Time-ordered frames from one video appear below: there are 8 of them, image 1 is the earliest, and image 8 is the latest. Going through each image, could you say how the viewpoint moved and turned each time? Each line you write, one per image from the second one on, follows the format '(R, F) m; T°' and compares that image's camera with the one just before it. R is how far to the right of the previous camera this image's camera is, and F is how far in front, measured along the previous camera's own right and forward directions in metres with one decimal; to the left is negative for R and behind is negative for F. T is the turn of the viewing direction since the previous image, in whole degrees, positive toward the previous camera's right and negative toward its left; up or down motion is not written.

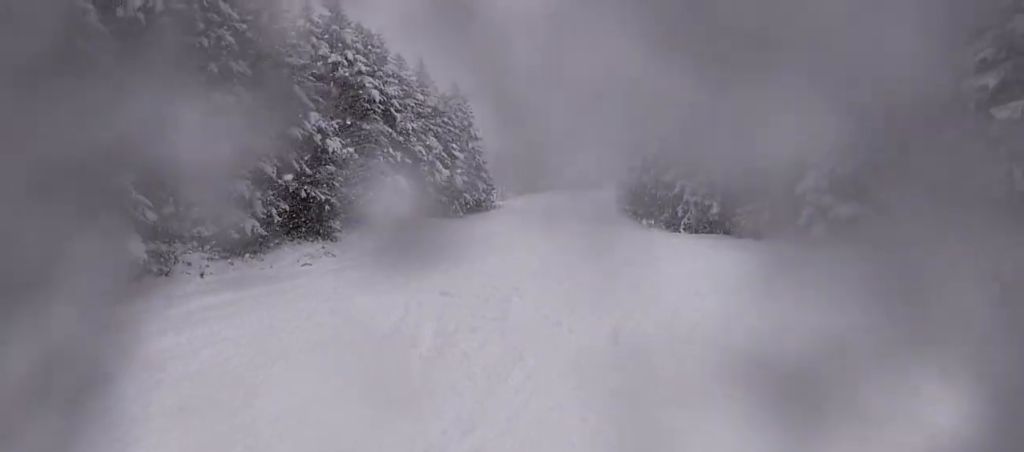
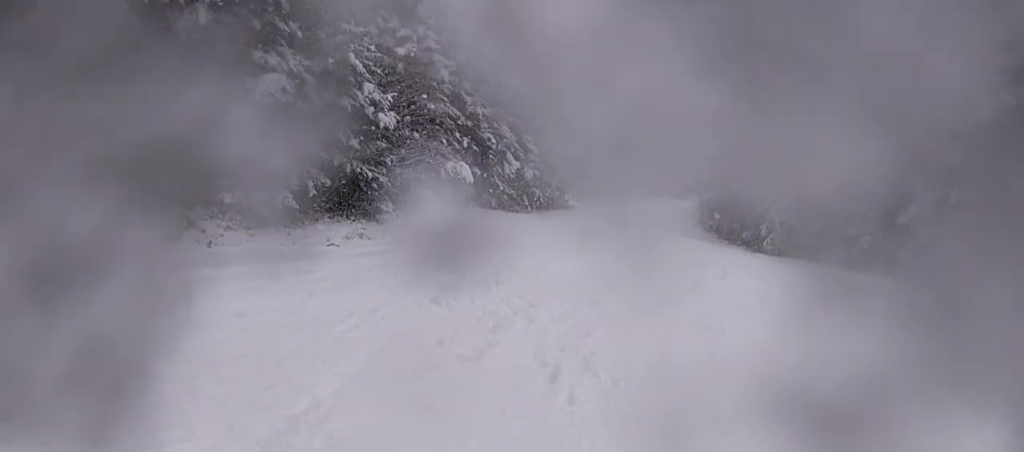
(+0.6, +3.3) m; 0°
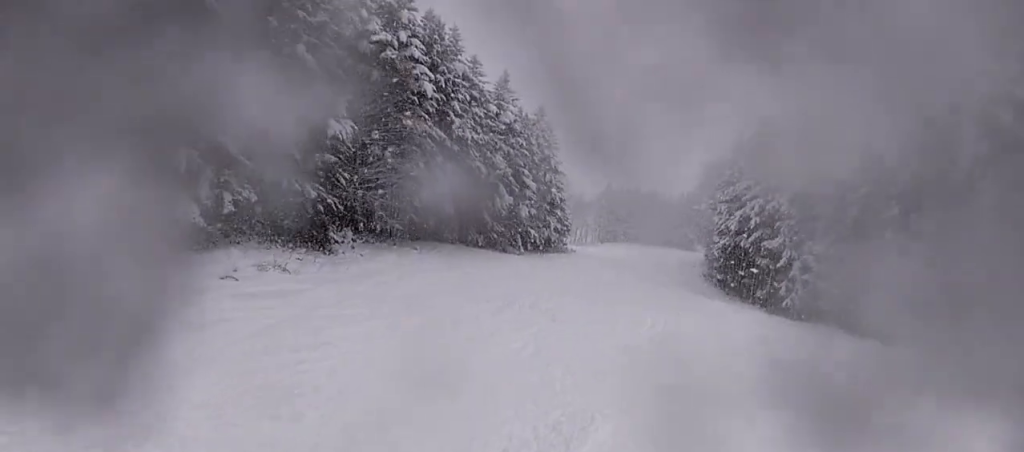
(+0.2, +5.3) m; -4°
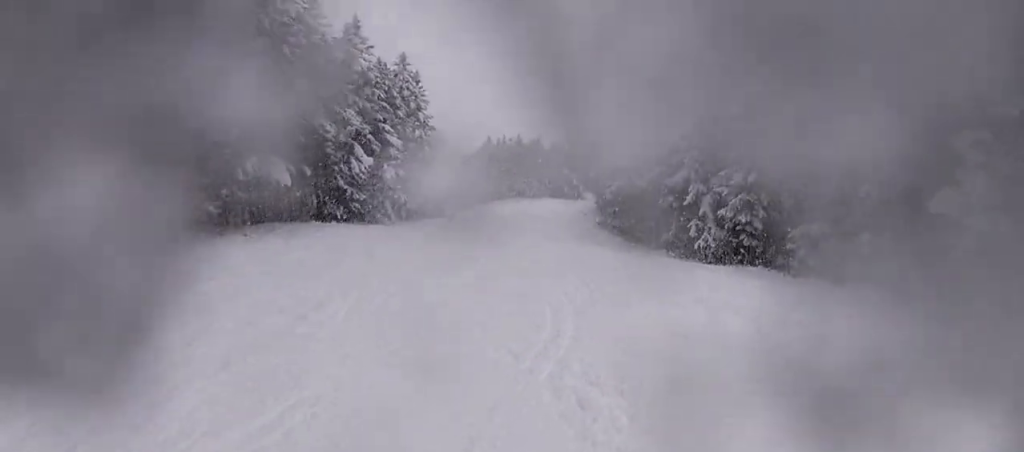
(-0.8, +6.0) m; -8°
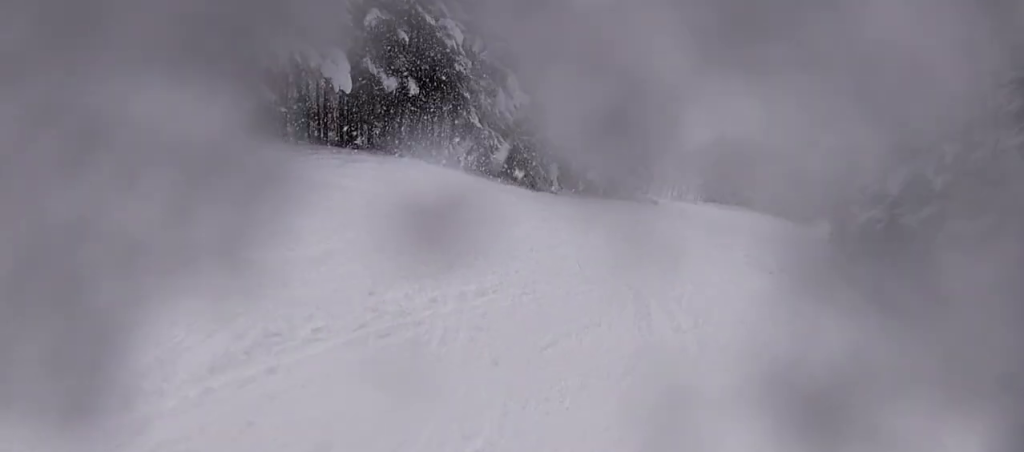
(-0.1, +12.0) m; -1°
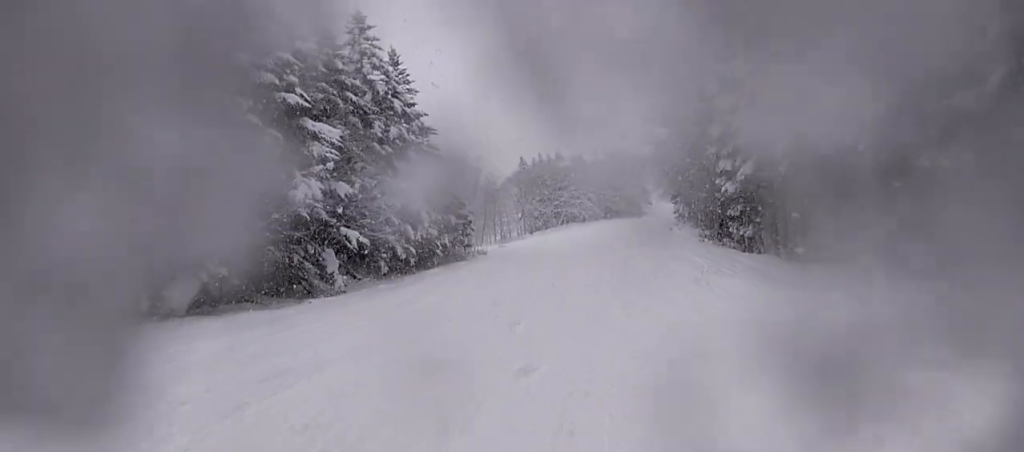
(0.0, +12.1) m; 0°
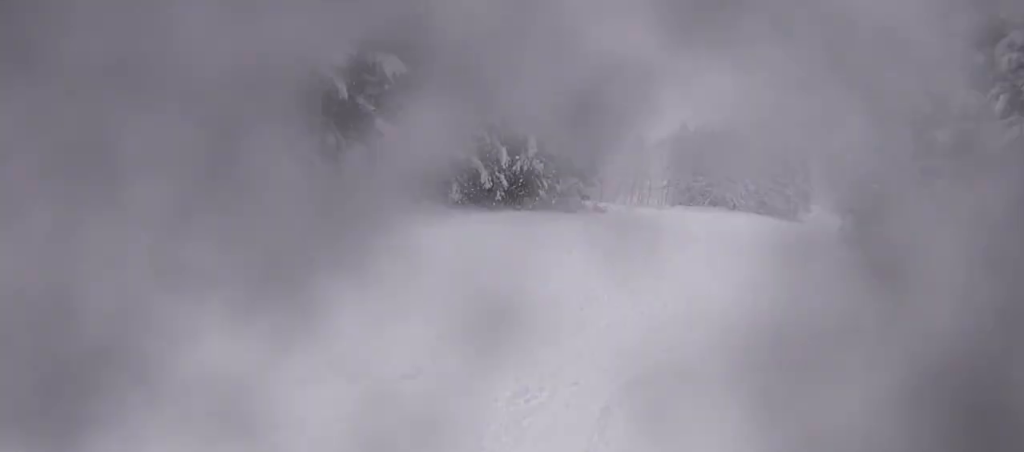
(0.0, +7.5) m; -6°
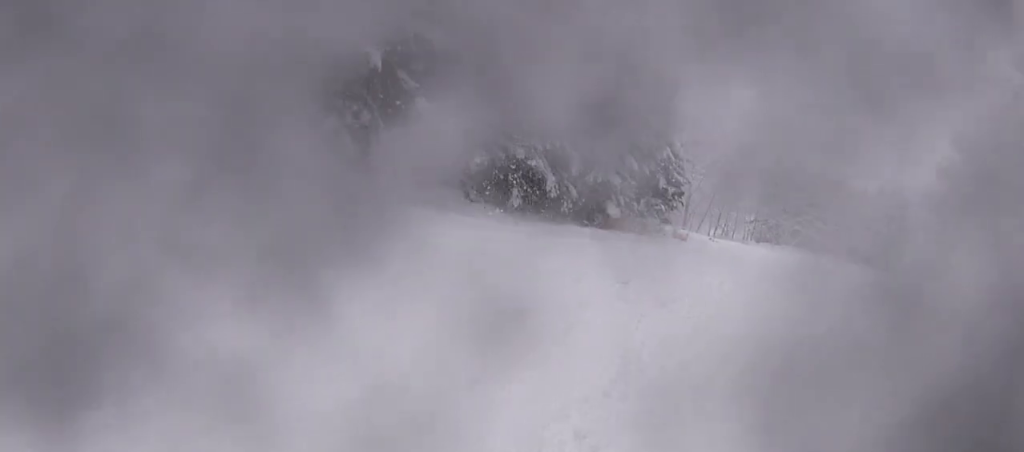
(+0.3, +2.9) m; -5°
